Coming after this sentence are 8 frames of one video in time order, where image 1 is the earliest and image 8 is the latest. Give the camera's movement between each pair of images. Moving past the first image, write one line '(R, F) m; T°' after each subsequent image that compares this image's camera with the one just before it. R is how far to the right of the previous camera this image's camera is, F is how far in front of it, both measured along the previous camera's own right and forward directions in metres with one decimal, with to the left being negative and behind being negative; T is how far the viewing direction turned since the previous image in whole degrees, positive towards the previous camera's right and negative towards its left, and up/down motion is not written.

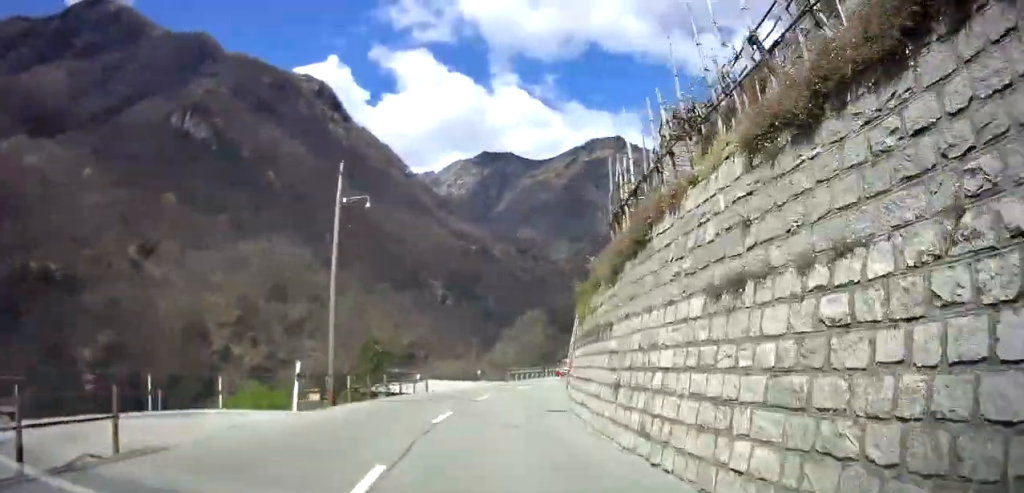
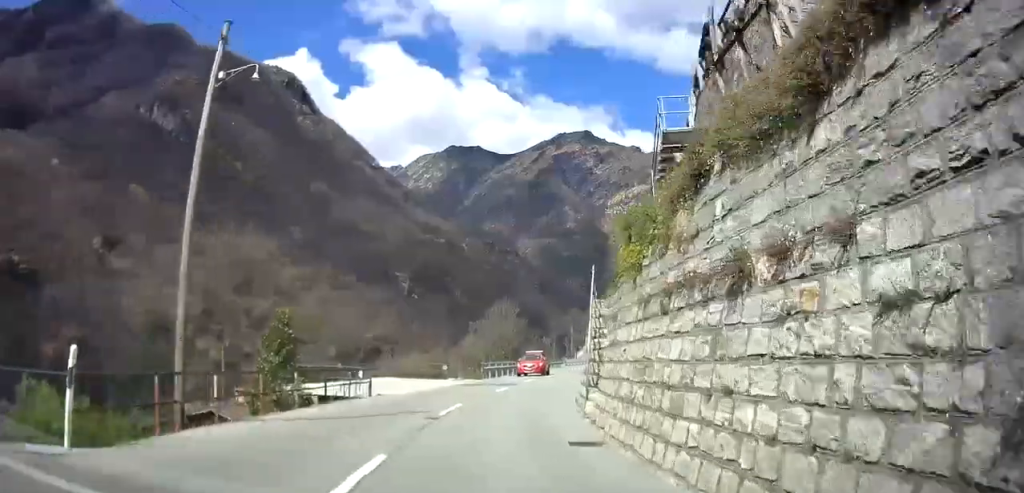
(-0.1, +8.4) m; -4°
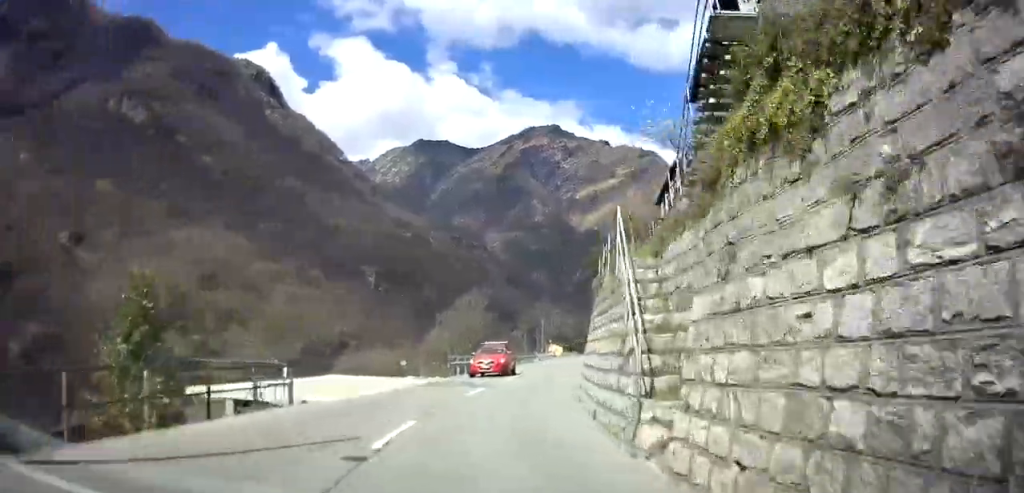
(+0.1, +5.7) m; -1°
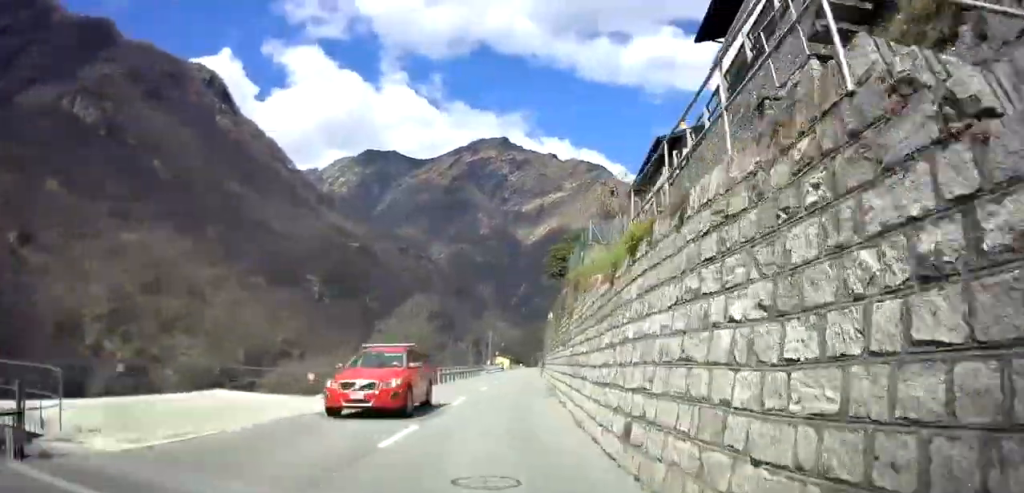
(-1.0, +7.9) m; +9°
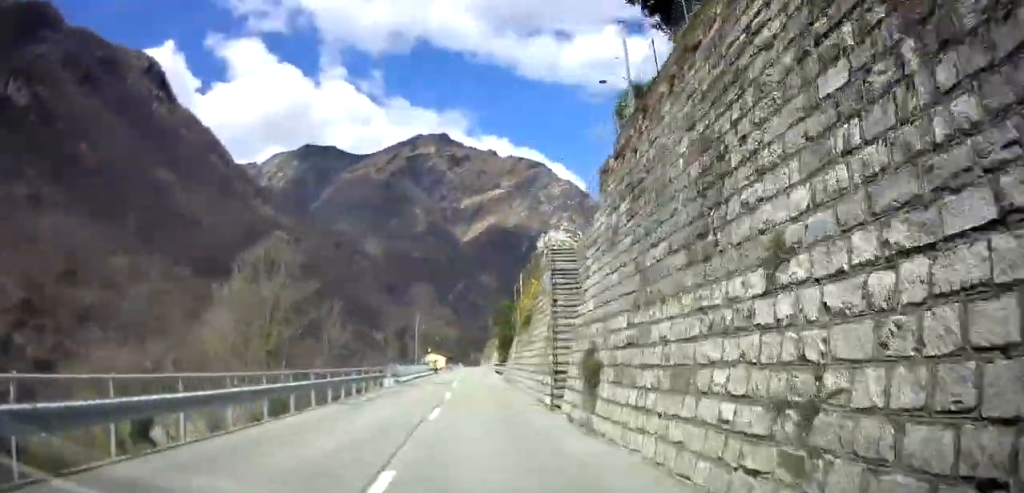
(+10.0, +38.6) m; +8°
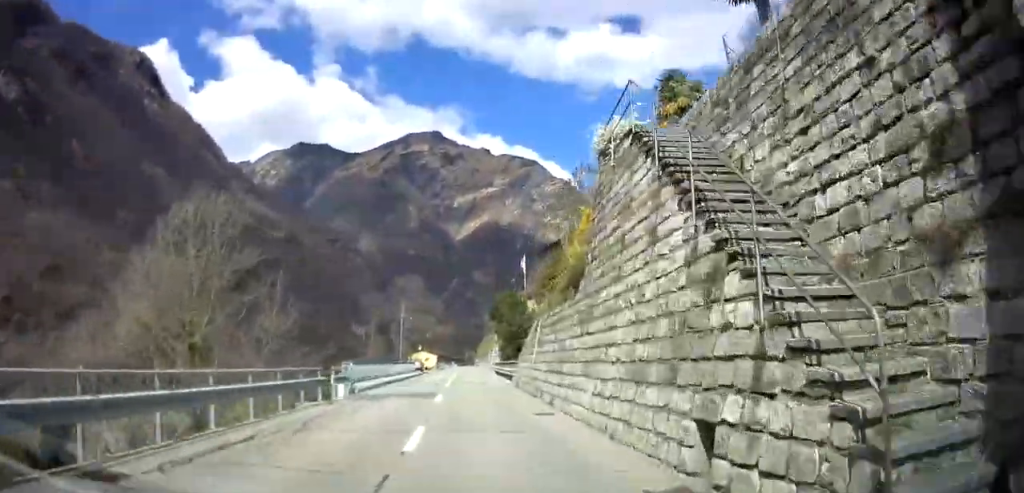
(-0.6, +12.9) m; 0°
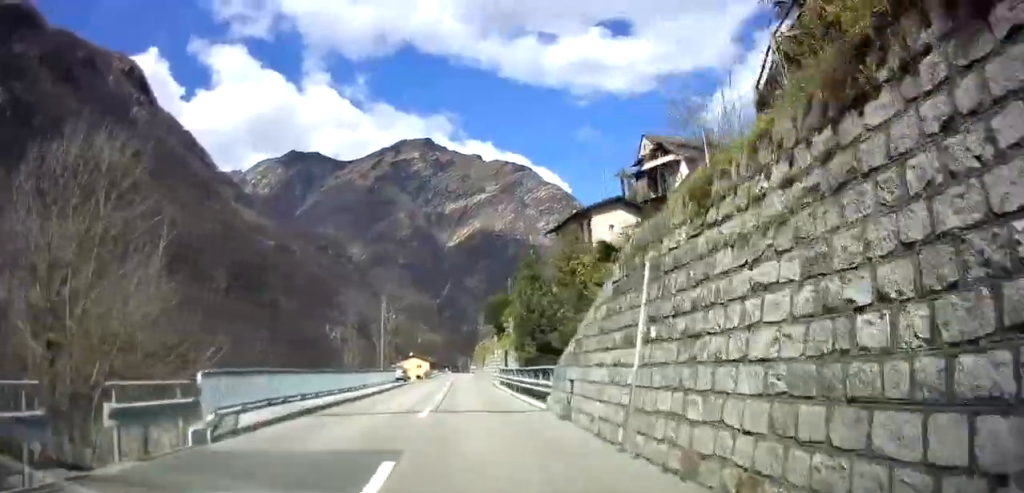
(+0.6, +13.2) m; +3°
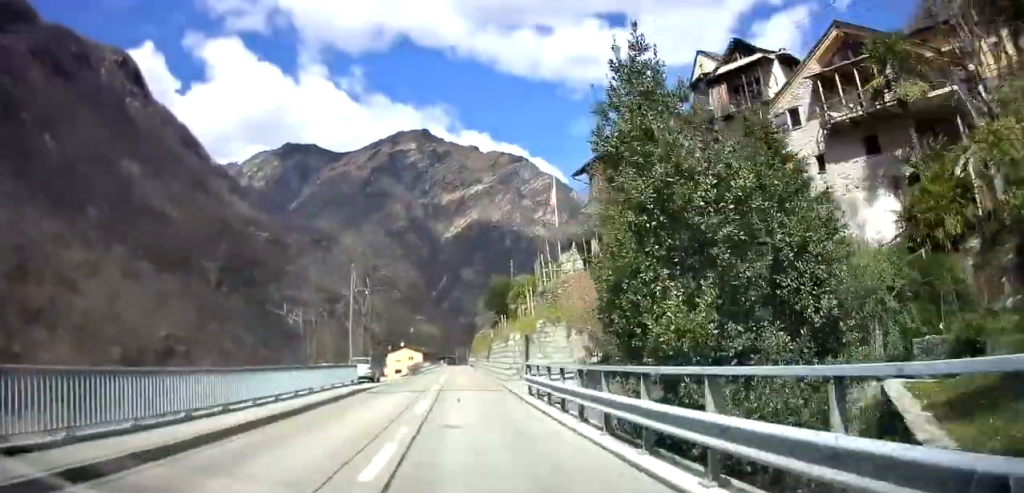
(+0.3, +16.3) m; 0°
